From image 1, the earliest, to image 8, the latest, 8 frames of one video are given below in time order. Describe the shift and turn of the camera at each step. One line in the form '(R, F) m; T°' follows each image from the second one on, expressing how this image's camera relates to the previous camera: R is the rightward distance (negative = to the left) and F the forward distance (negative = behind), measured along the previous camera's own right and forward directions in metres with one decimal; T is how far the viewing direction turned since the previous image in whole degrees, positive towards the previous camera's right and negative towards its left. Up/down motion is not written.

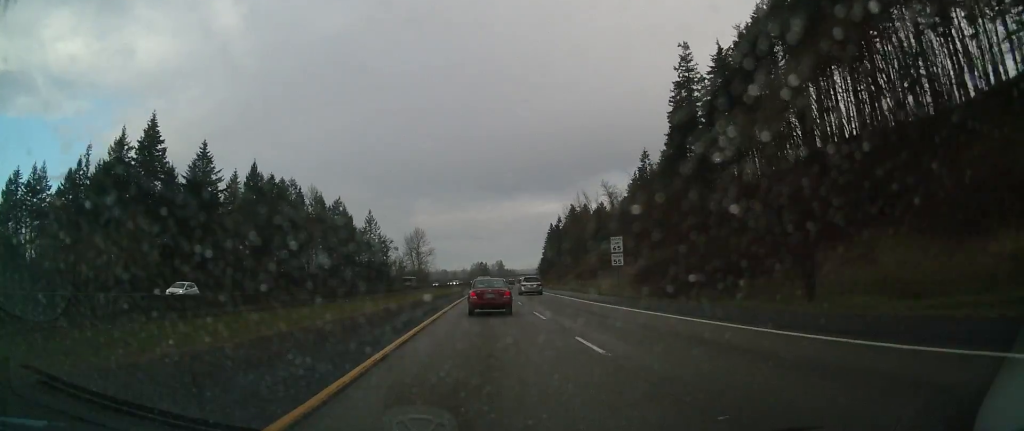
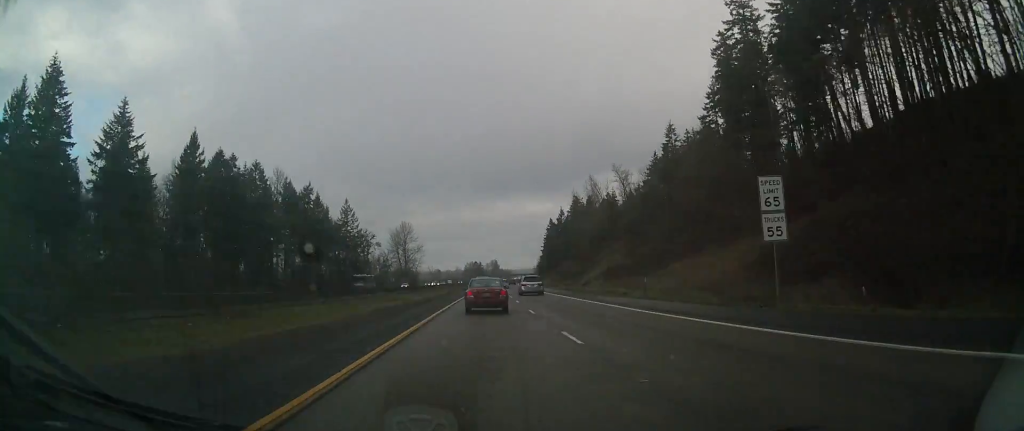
(0.0, +33.5) m; 0°
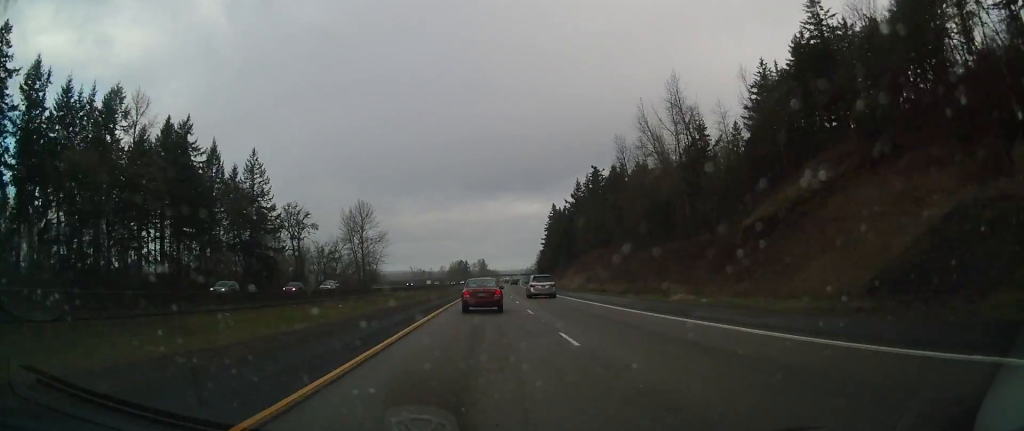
(+1.5, +83.5) m; +2°
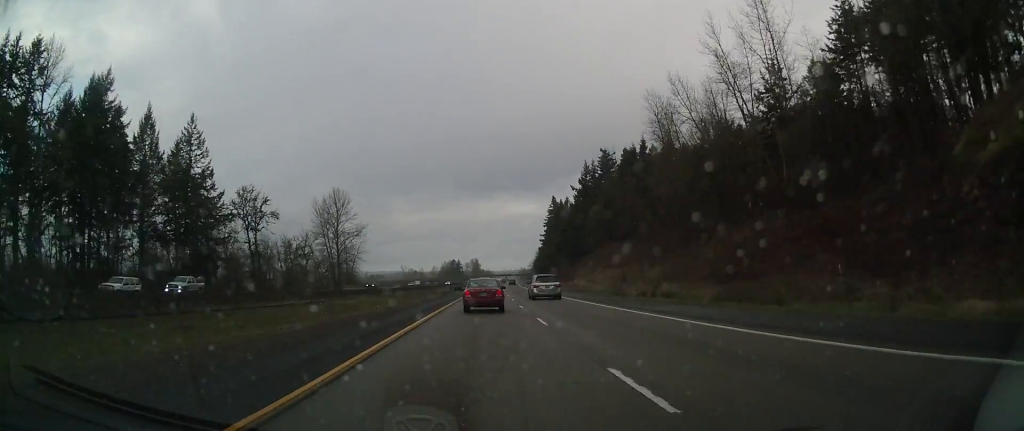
(+0.1, +30.1) m; +1°
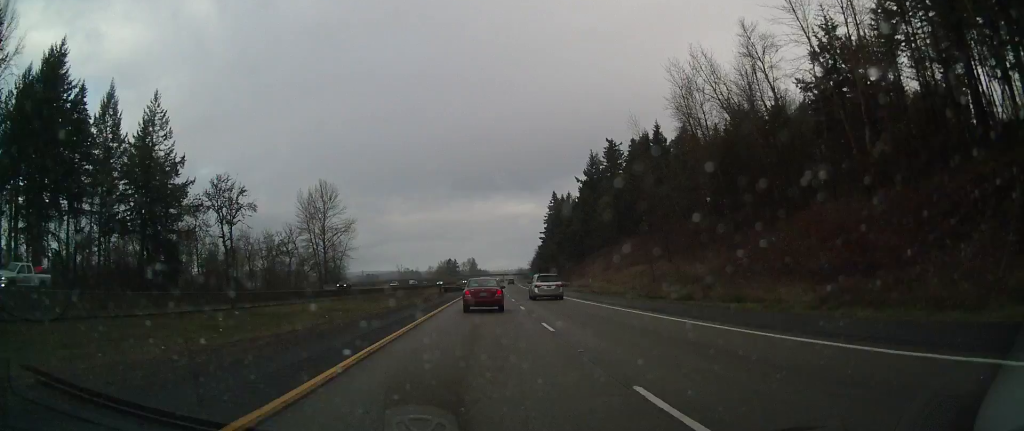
(+0.1, +13.9) m; 0°
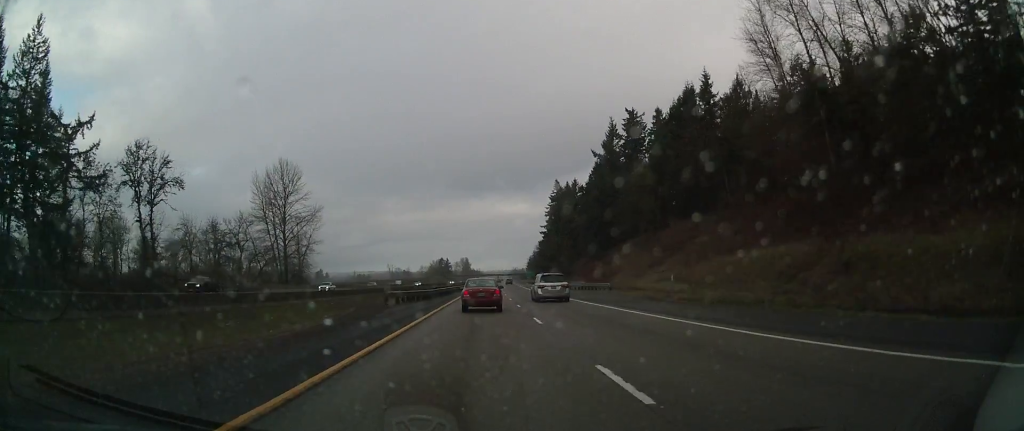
(+0.1, +33.6) m; +1°
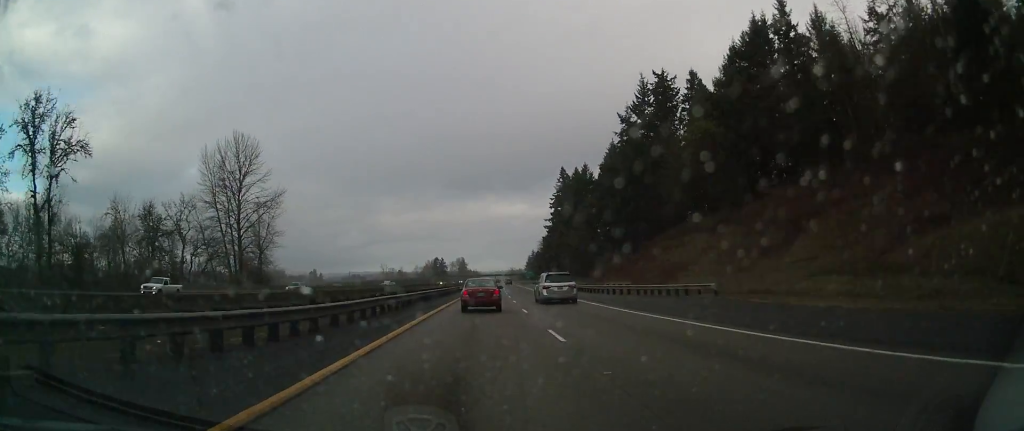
(+0.2, +29.1) m; +1°
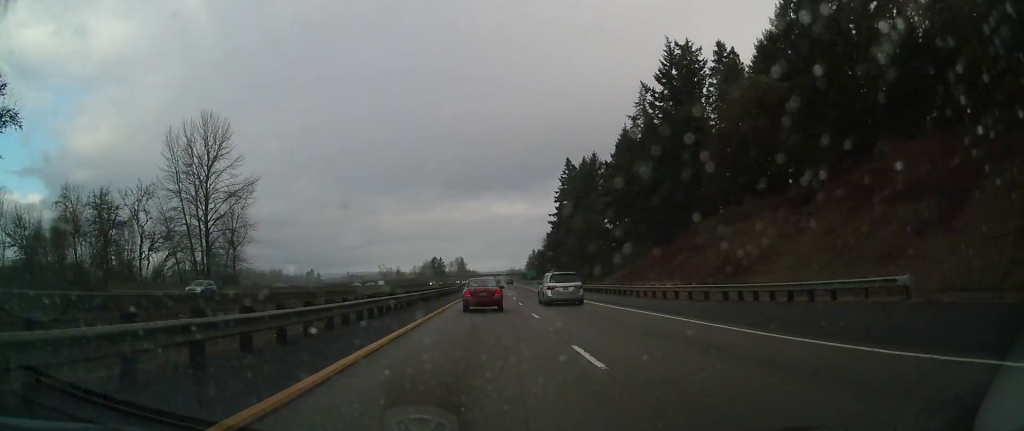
(+0.1, +16.3) m; 0°
